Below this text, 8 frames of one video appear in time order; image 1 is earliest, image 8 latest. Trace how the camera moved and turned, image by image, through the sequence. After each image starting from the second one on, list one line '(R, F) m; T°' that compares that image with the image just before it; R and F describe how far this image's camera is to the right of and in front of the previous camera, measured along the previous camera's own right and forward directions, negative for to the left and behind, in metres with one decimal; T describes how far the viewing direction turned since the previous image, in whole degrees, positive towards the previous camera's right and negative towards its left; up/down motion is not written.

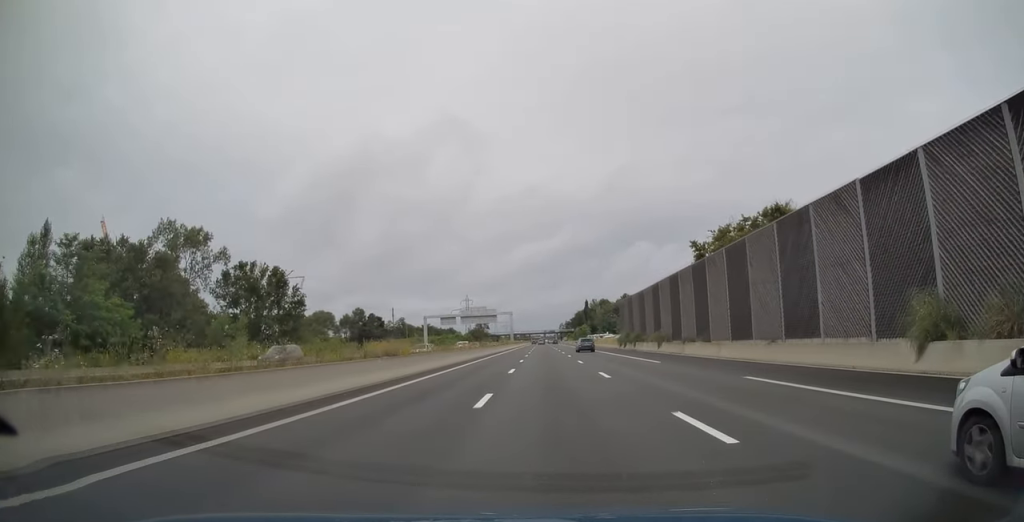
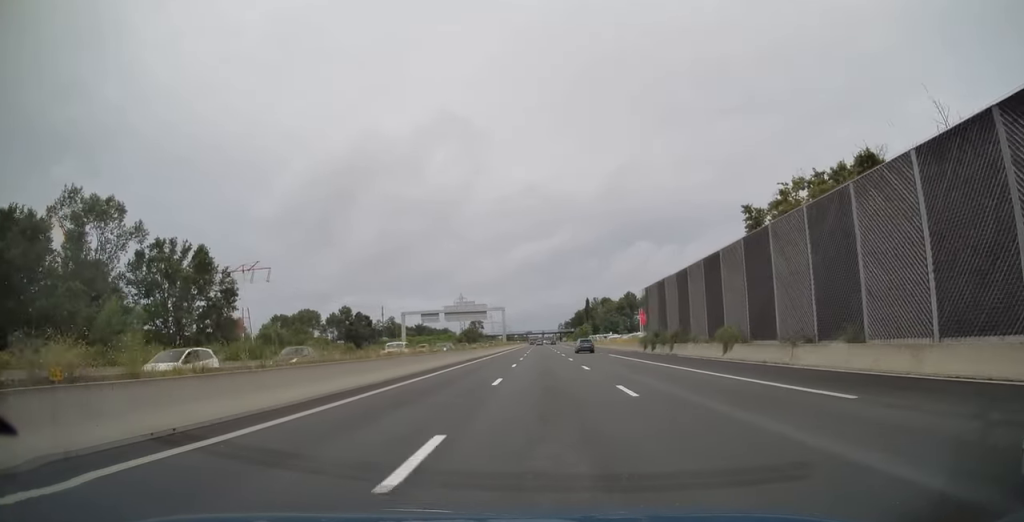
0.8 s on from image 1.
(0.0, +19.9) m; 0°
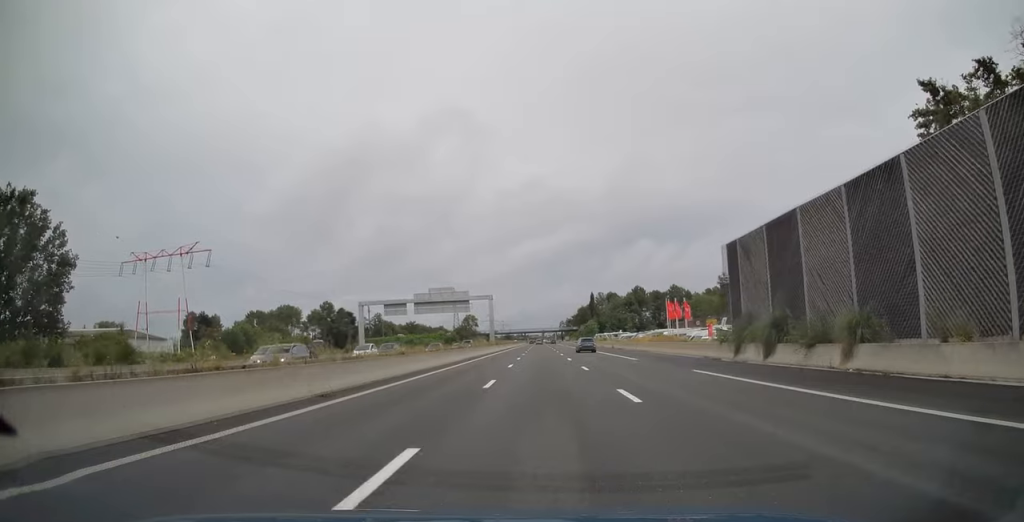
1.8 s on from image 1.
(0.0, +27.6) m; 0°
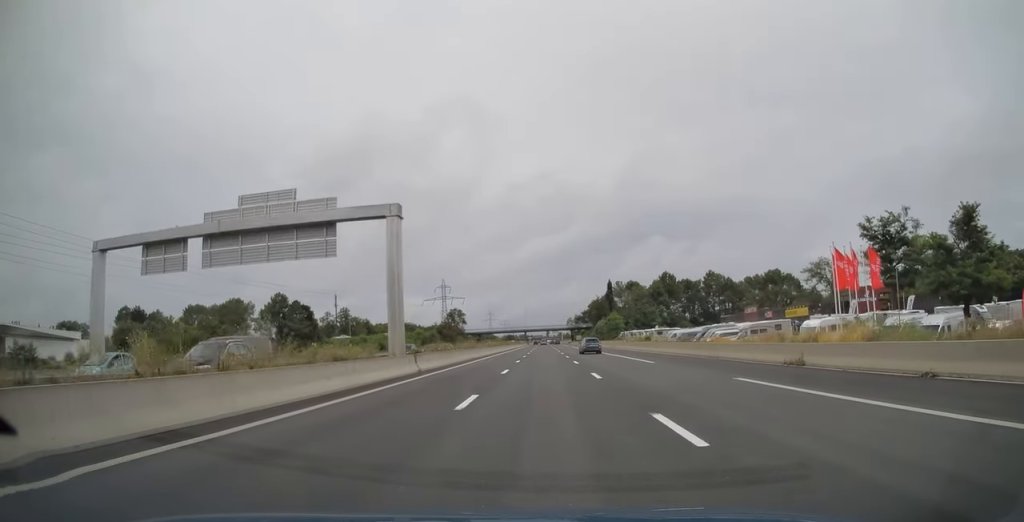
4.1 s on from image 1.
(+0.1, +57.9) m; 0°
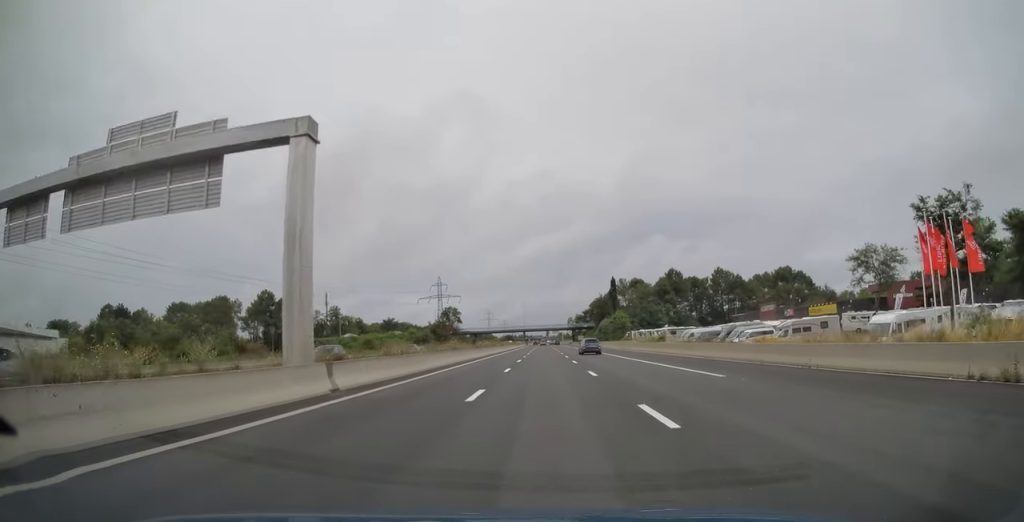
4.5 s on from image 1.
(0.0, +11.6) m; 0°
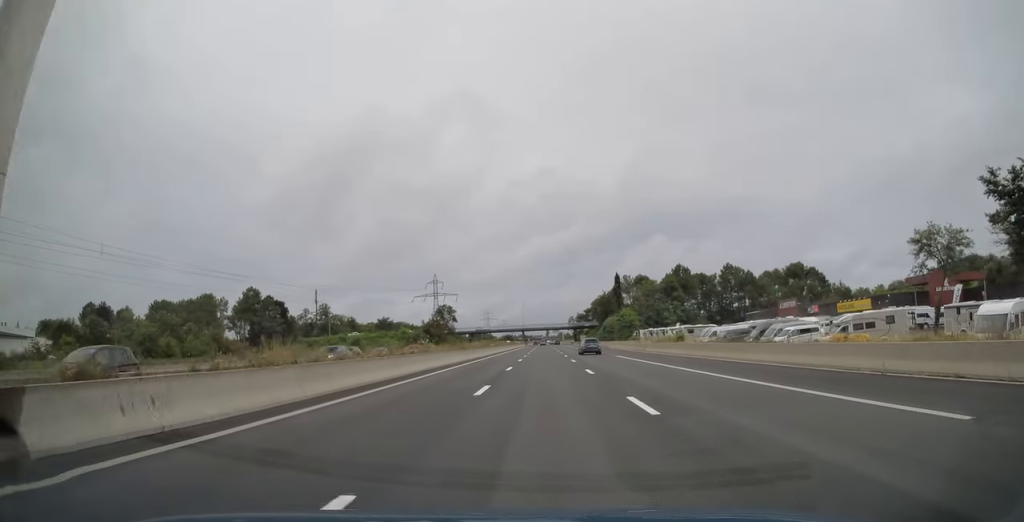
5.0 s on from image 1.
(0.0, +11.6) m; 0°
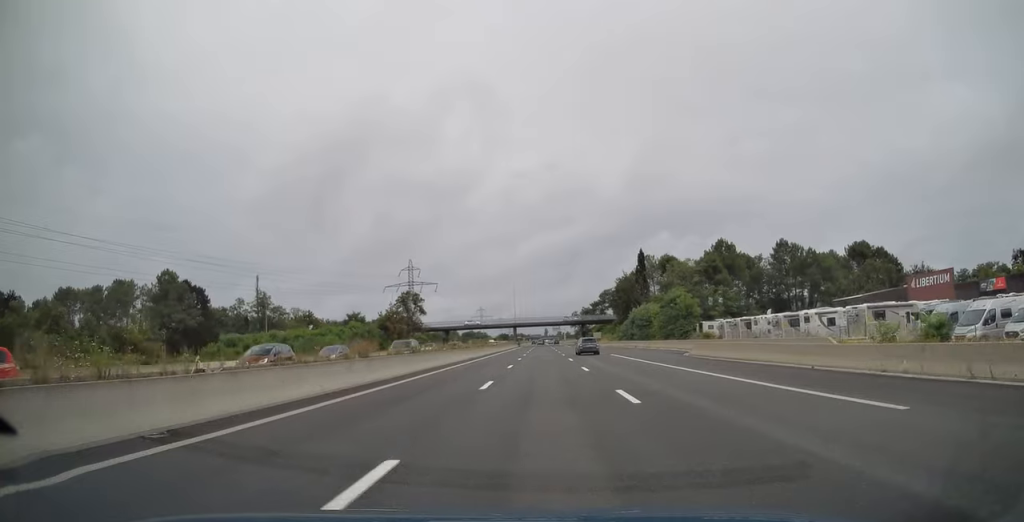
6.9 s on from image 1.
(-0.1, +50.7) m; 0°
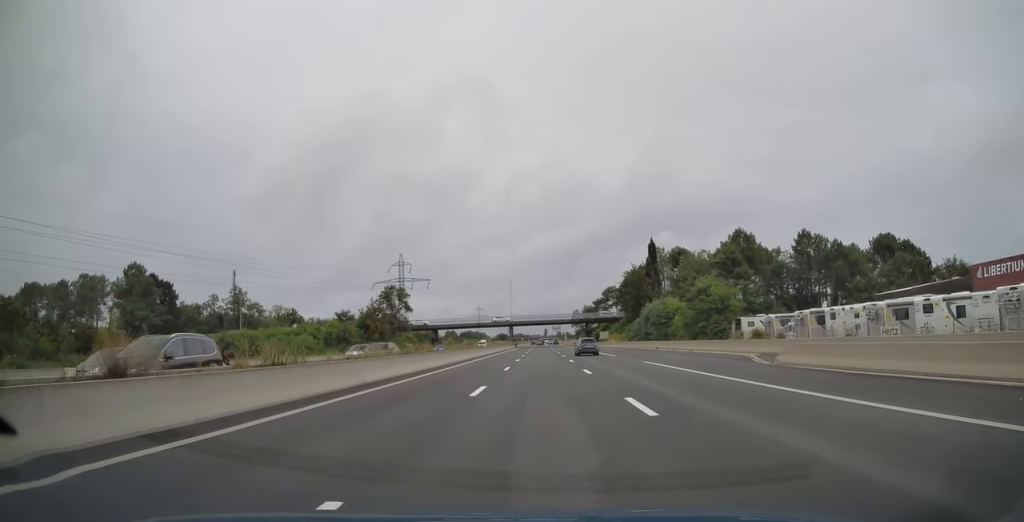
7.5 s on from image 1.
(+0.1, +15.1) m; 0°
